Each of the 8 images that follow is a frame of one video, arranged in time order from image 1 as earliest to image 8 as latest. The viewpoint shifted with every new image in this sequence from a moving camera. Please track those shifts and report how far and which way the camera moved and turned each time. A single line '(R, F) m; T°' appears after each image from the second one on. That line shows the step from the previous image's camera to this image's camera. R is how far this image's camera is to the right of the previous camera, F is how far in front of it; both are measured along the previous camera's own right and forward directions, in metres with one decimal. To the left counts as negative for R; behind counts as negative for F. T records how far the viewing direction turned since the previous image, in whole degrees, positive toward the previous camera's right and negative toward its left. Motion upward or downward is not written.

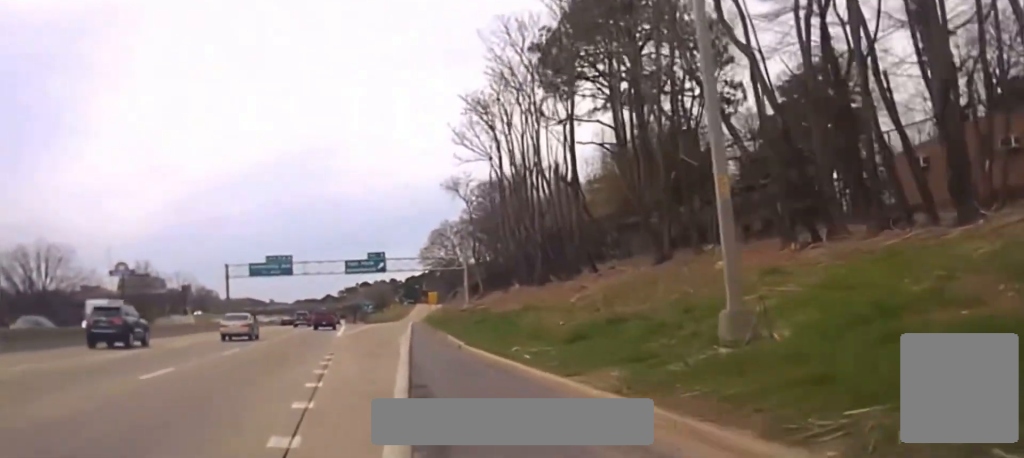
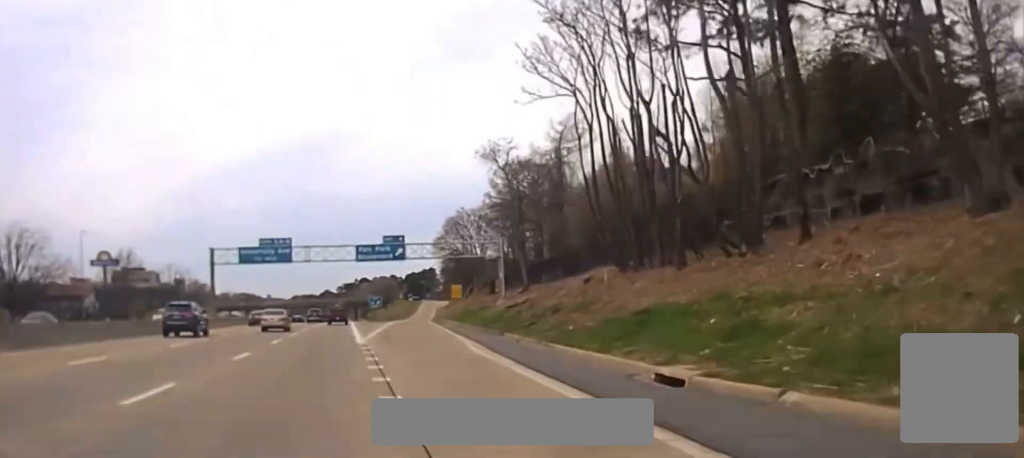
(0.0, +16.6) m; +1°
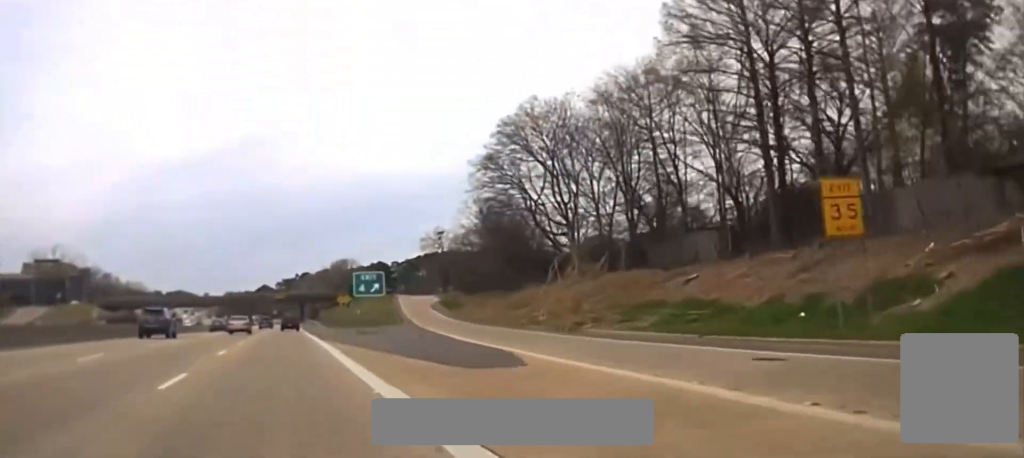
(+2.2, +84.3) m; +1°
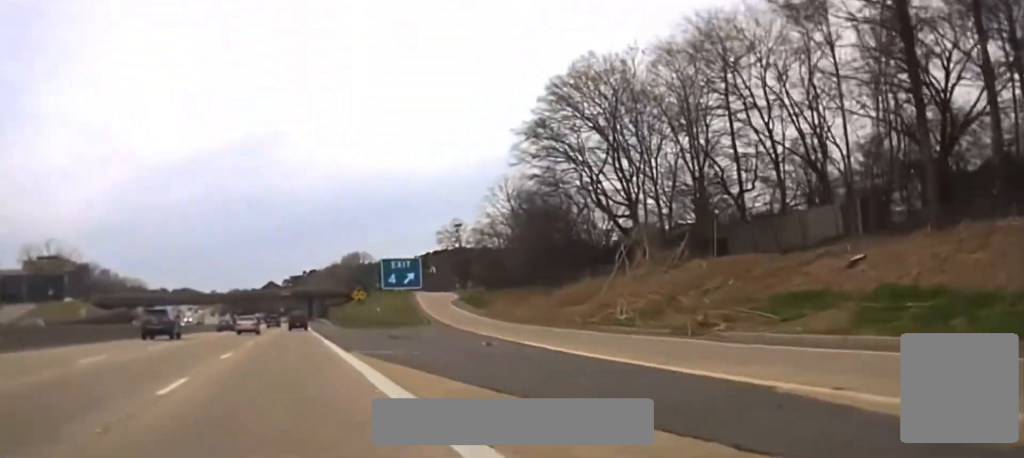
(-0.1, +15.1) m; 0°
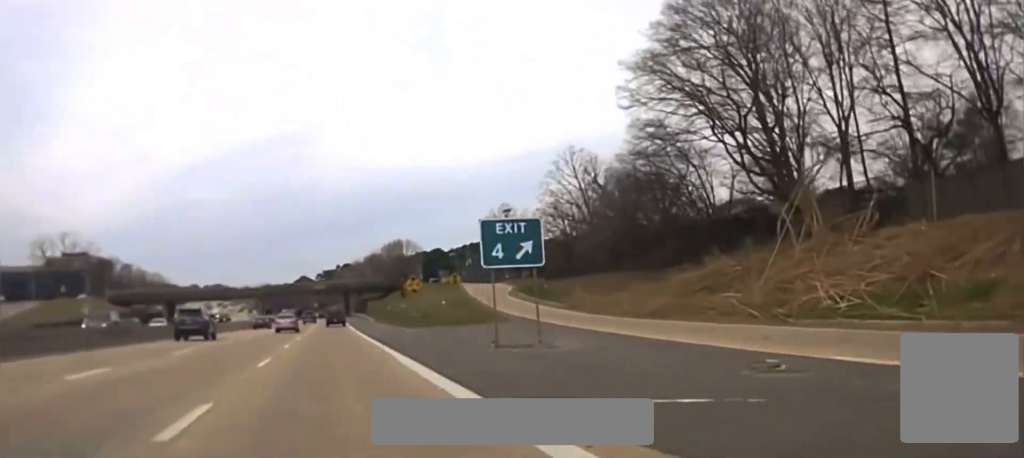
(0.0, +18.0) m; 0°
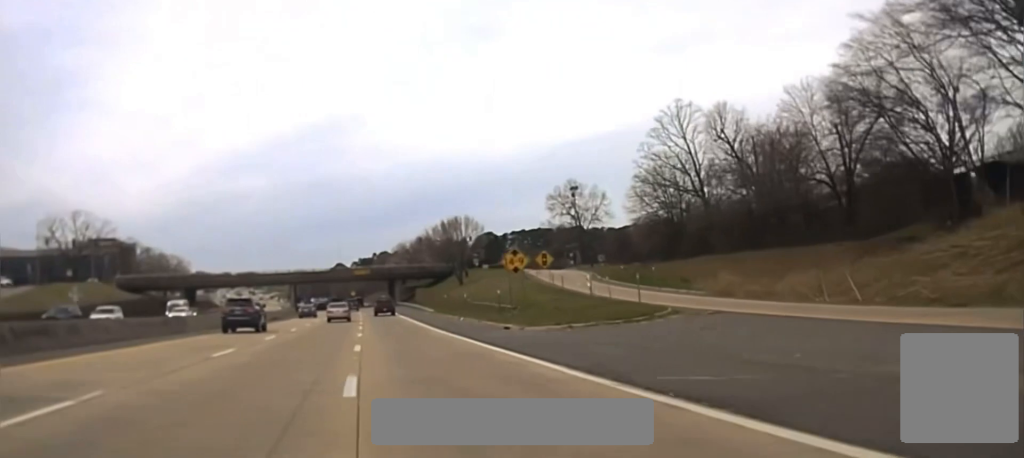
(0.0, +20.3) m; -1°
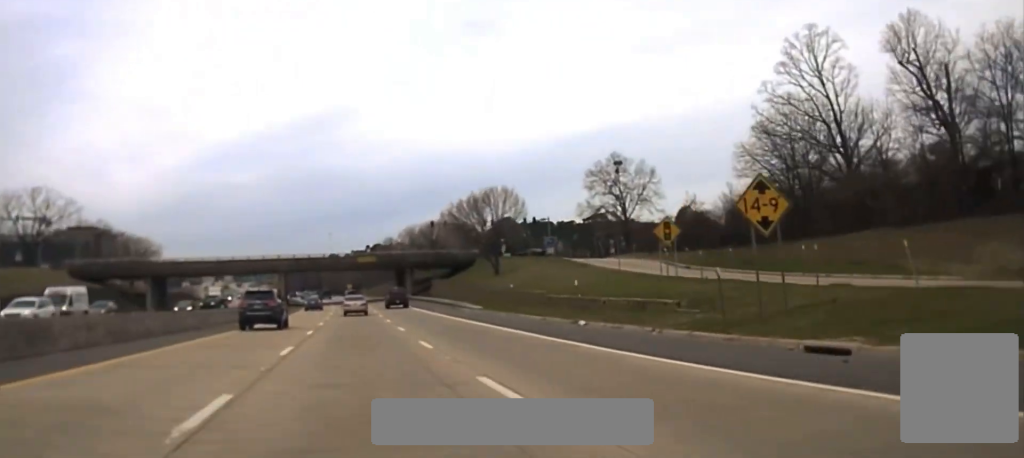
(-0.3, +24.2) m; -1°
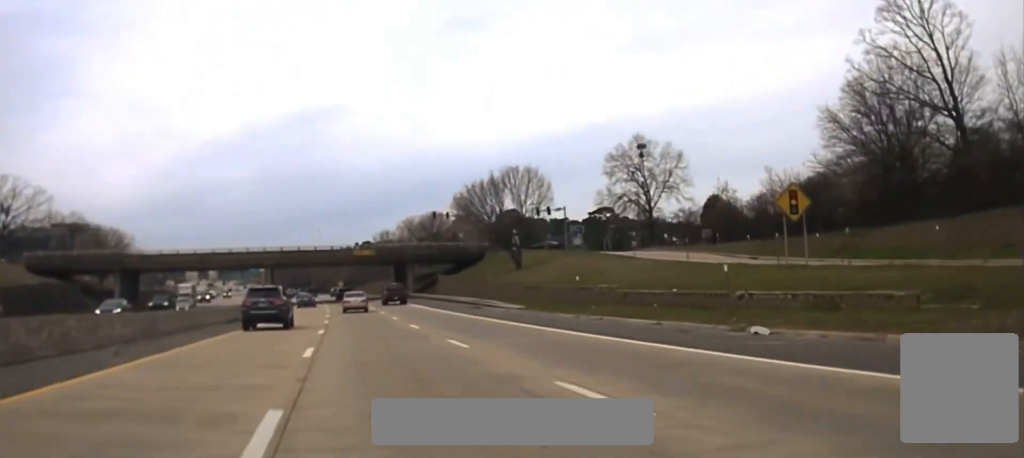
(-0.1, +13.6) m; 0°
